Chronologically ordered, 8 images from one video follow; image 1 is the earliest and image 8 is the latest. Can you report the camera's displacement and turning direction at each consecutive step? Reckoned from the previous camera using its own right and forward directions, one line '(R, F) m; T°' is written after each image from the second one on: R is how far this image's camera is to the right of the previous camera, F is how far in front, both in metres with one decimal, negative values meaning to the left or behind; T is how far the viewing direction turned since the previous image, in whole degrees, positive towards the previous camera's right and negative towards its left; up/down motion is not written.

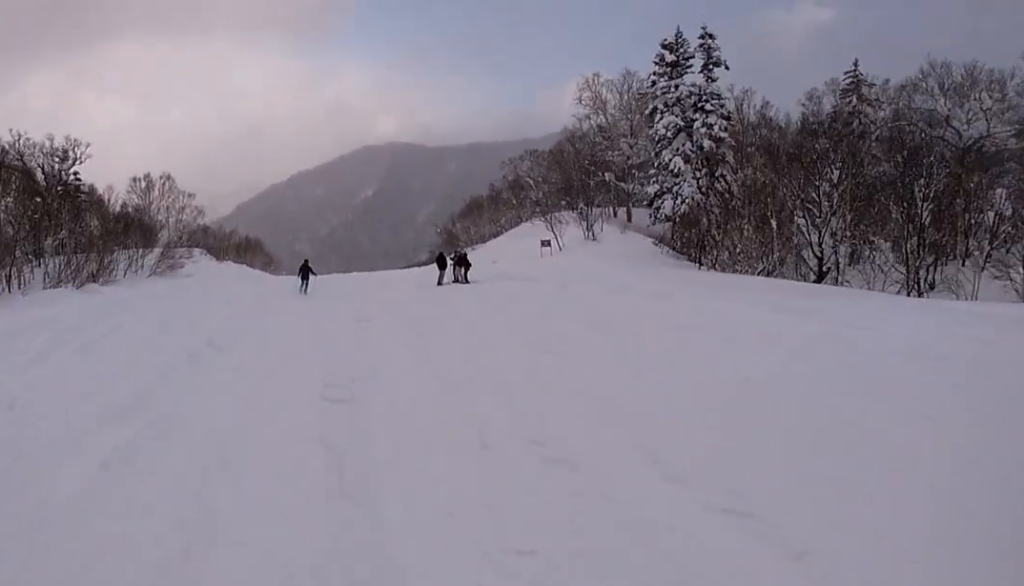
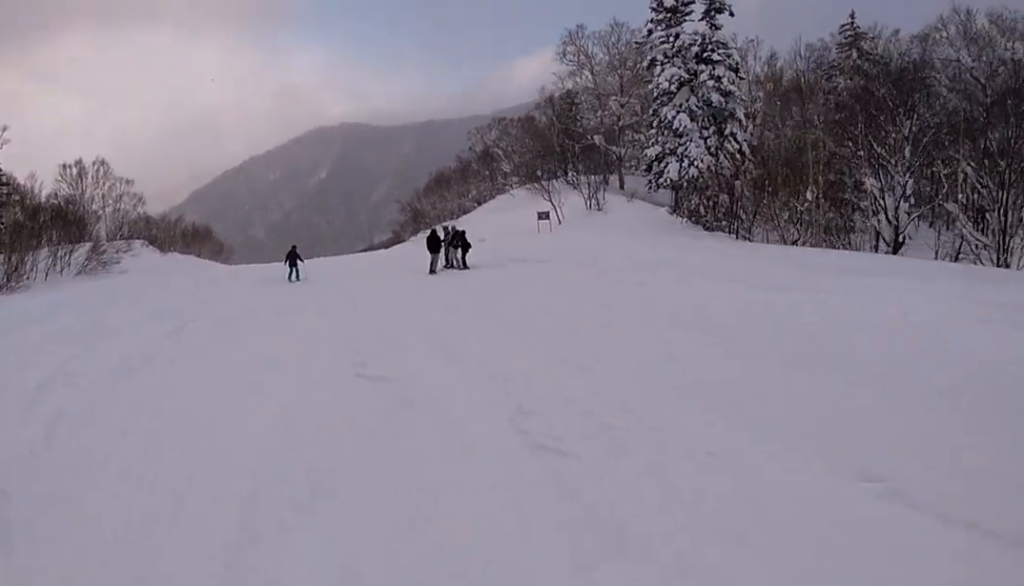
(+0.2, +6.8) m; 0°
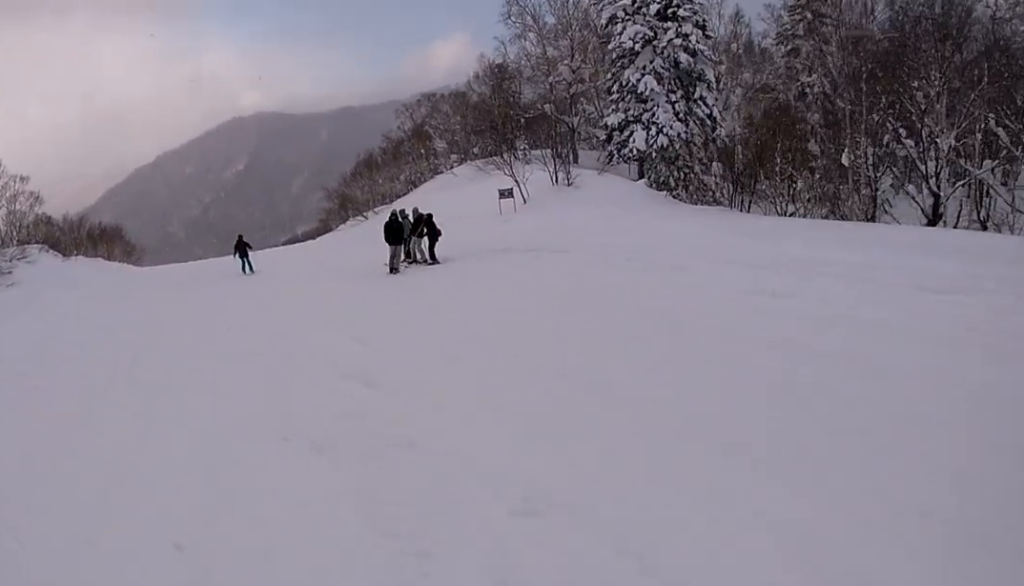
(-0.9, +6.0) m; 0°
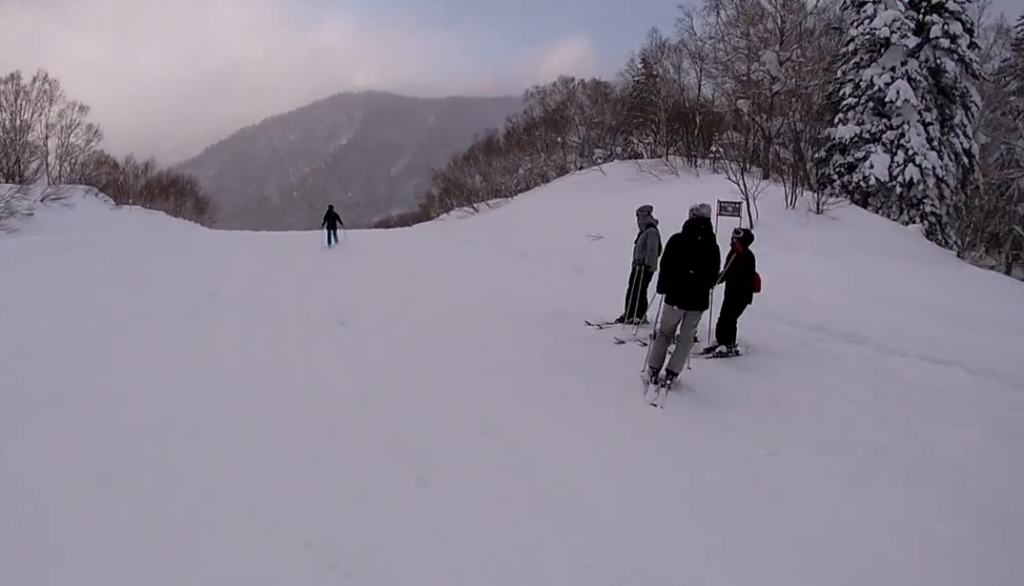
(+0.7, +11.0) m; -11°
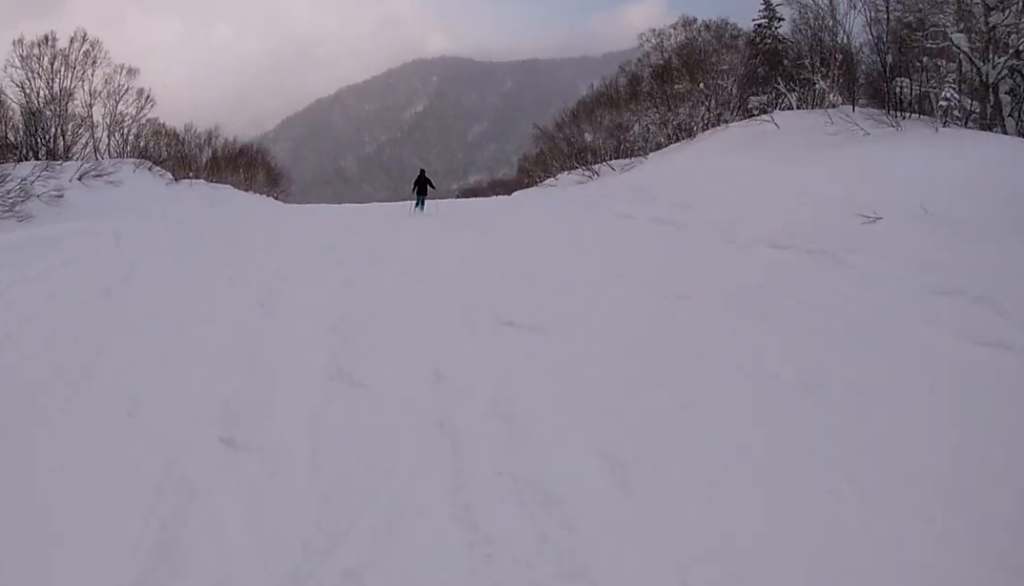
(-2.3, +8.3) m; -6°
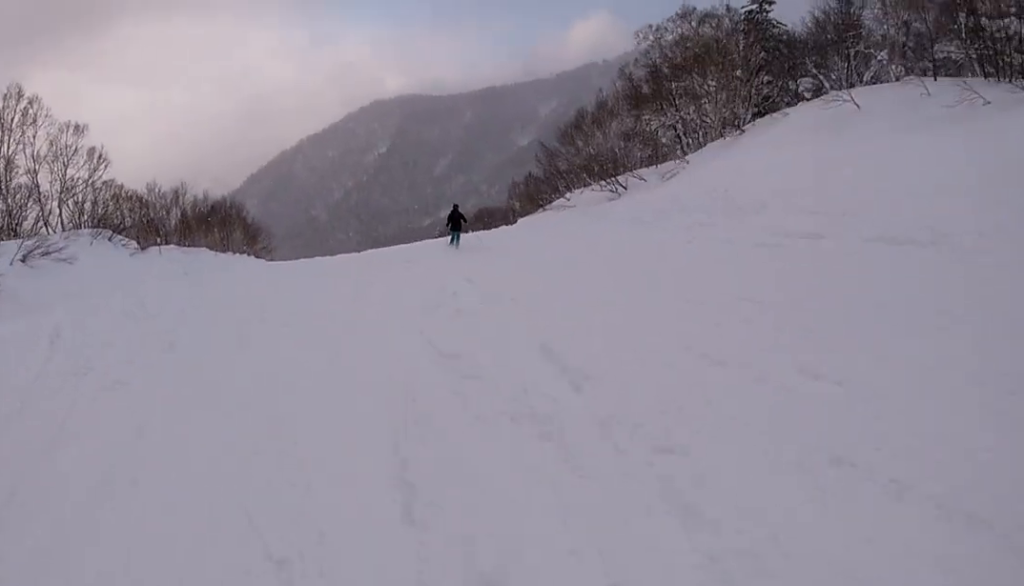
(+1.0, +7.2) m; +15°
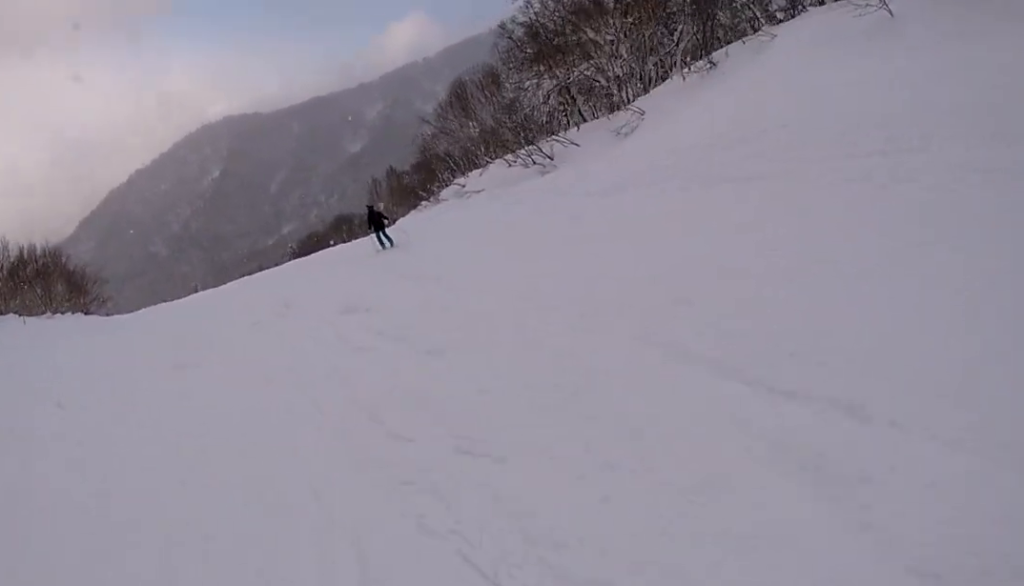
(+2.0, +10.6) m; +15°
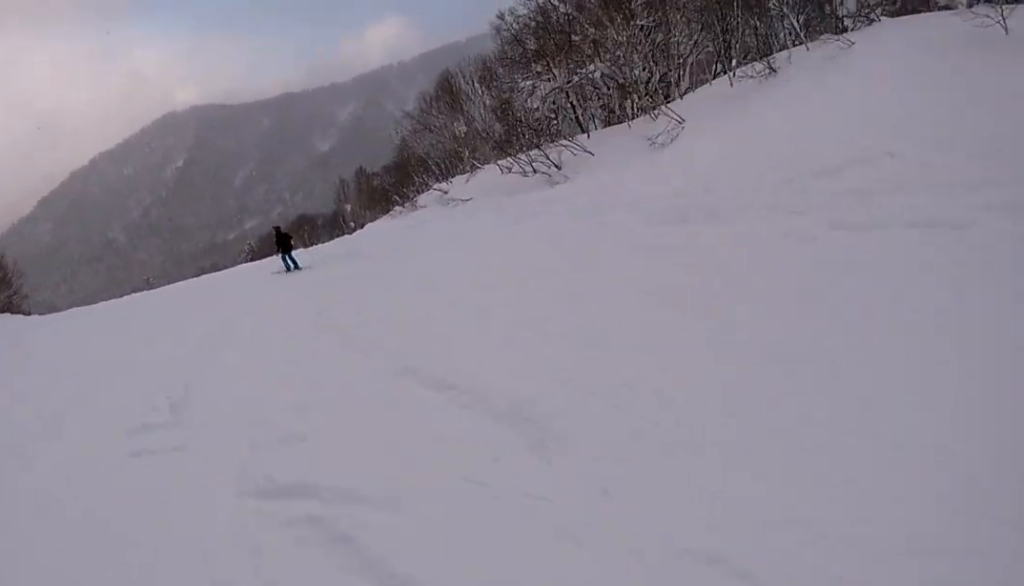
(+0.2, +5.5) m; +3°
